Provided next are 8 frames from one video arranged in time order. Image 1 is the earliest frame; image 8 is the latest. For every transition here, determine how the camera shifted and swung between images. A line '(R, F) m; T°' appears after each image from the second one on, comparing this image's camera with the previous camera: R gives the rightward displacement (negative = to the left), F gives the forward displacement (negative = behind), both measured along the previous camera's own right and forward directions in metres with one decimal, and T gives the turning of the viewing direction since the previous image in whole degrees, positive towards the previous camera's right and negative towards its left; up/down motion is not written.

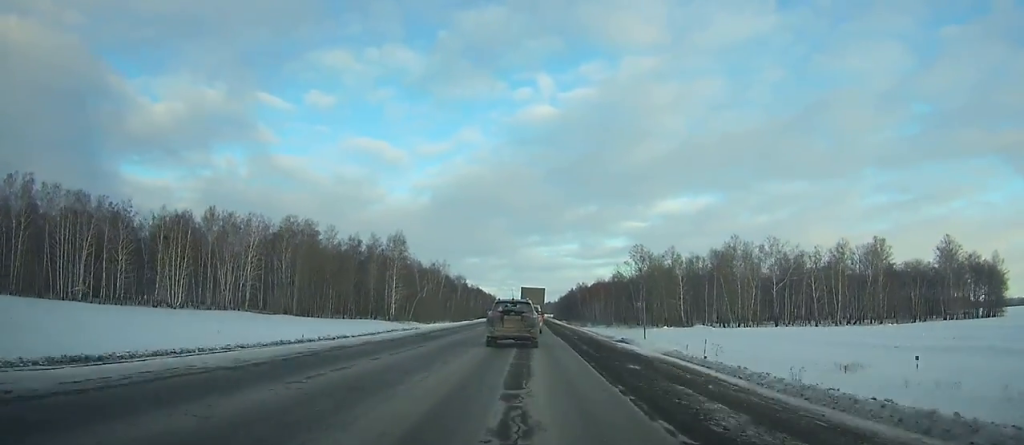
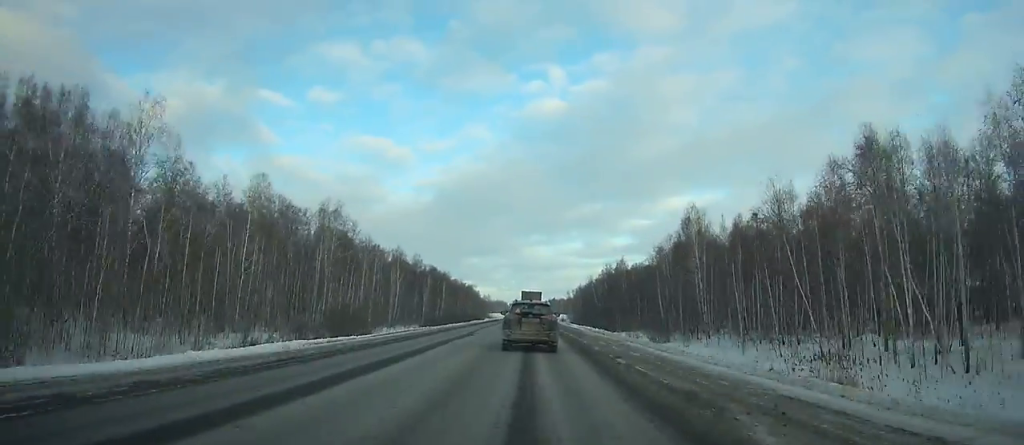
(+0.3, +193.3) m; 0°
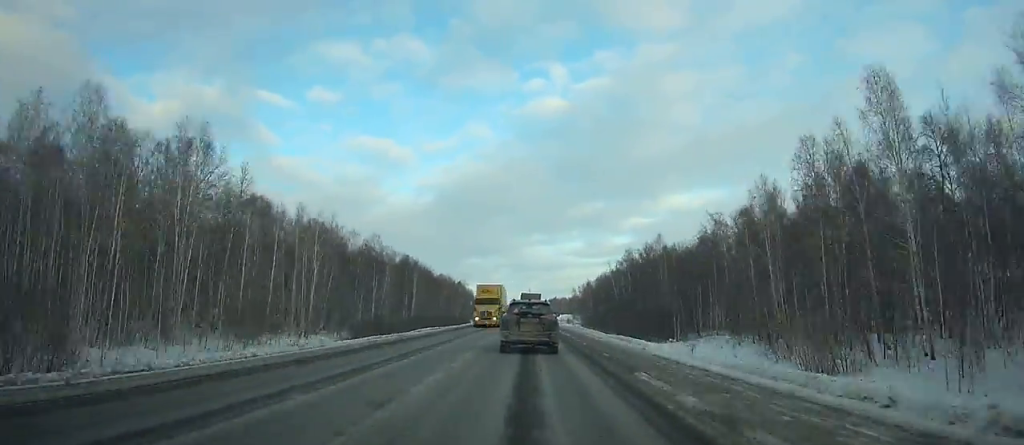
(0.0, +45.8) m; 0°
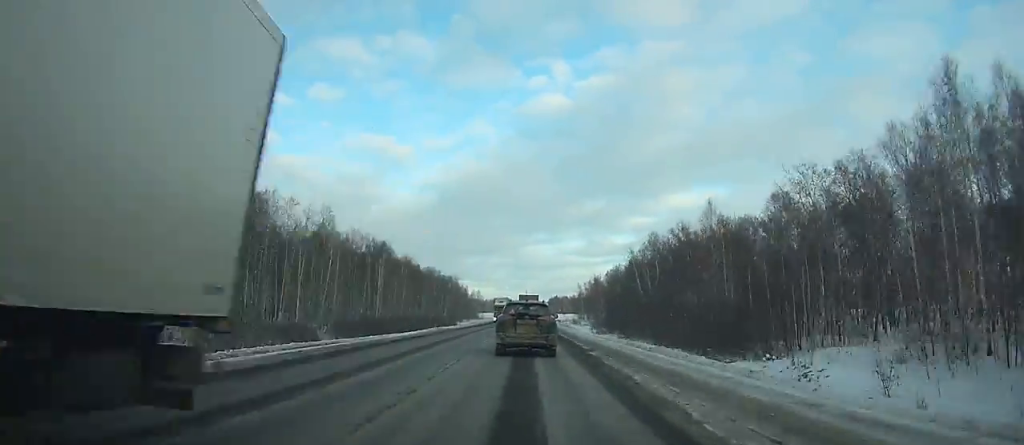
(+0.1, +31.6) m; 0°
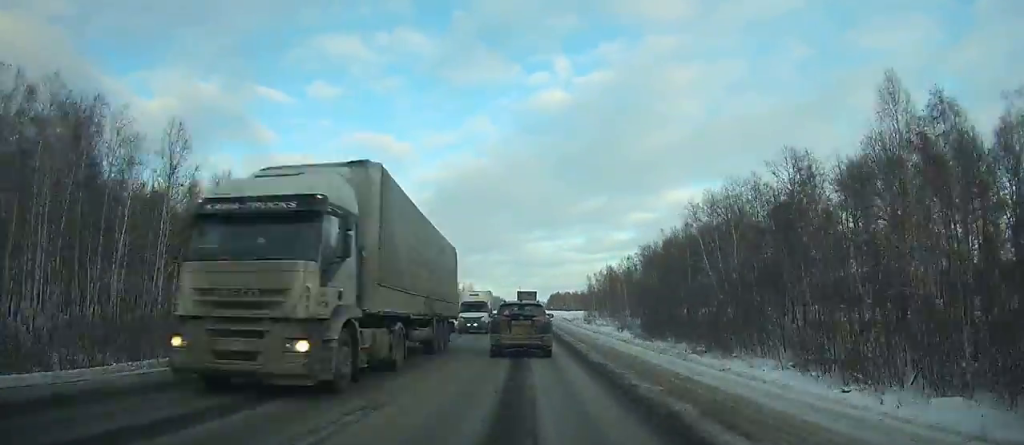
(0.0, +43.1) m; 0°
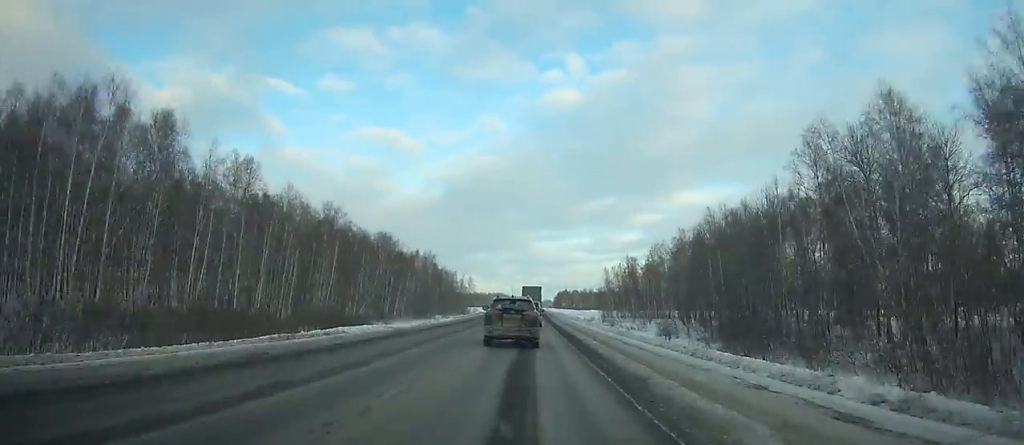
(0.0, +32.6) m; 0°
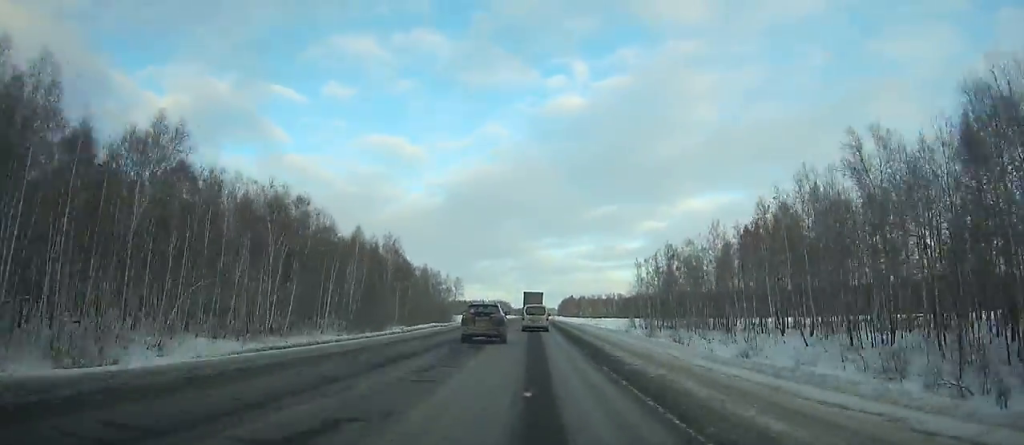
(-0.3, +53.5) m; 0°
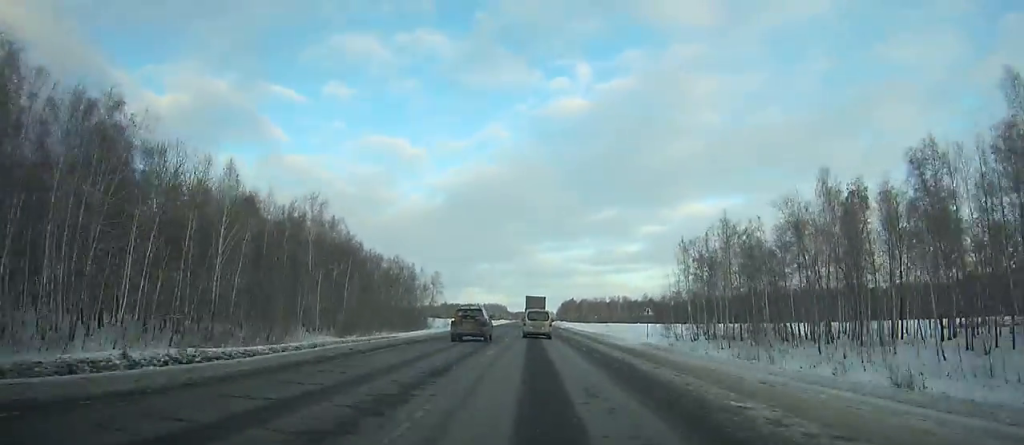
(+0.1, +43.6) m; 0°
